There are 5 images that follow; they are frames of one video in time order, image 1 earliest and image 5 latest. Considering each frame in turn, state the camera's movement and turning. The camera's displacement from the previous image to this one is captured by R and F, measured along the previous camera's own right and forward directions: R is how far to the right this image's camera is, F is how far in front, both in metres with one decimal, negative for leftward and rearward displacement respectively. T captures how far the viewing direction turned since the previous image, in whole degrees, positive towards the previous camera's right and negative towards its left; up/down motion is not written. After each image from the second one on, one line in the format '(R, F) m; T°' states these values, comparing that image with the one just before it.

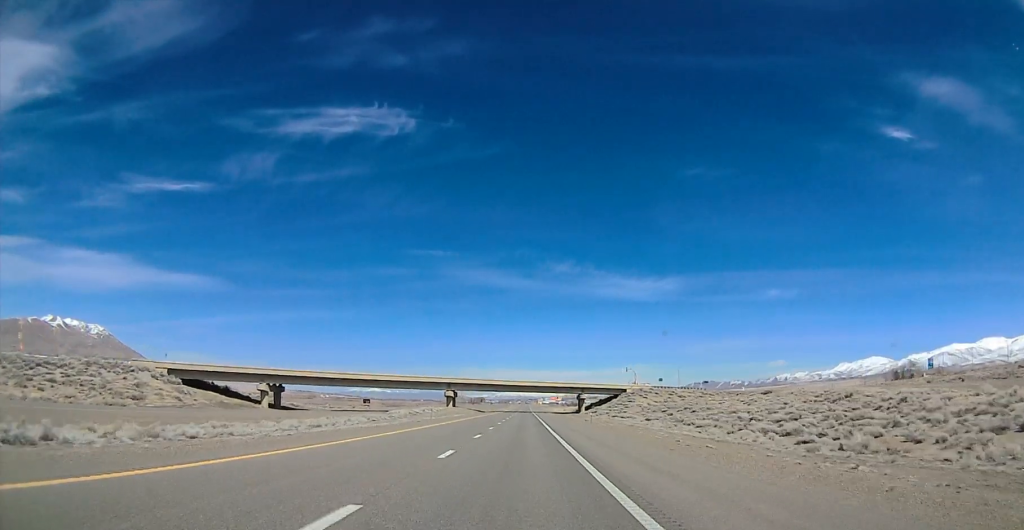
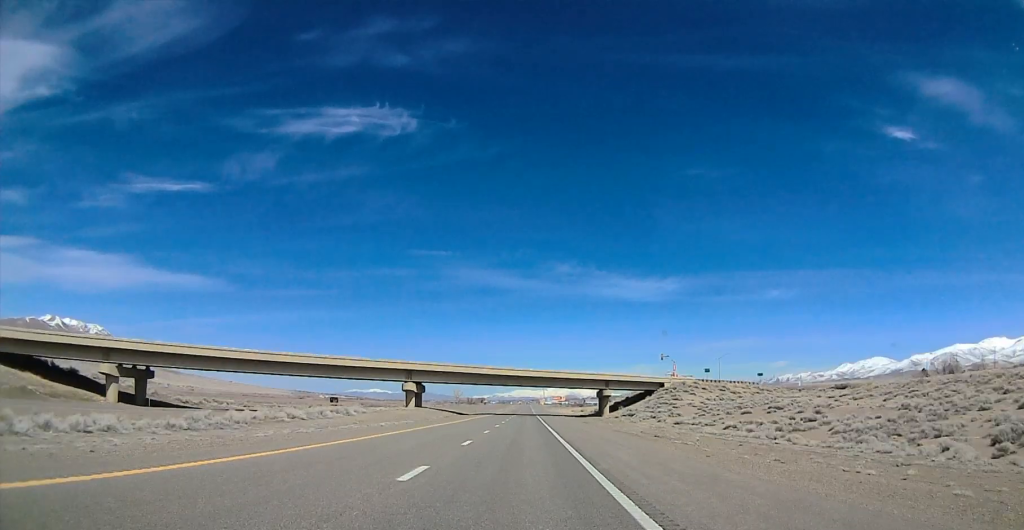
(0.0, +54.0) m; 0°
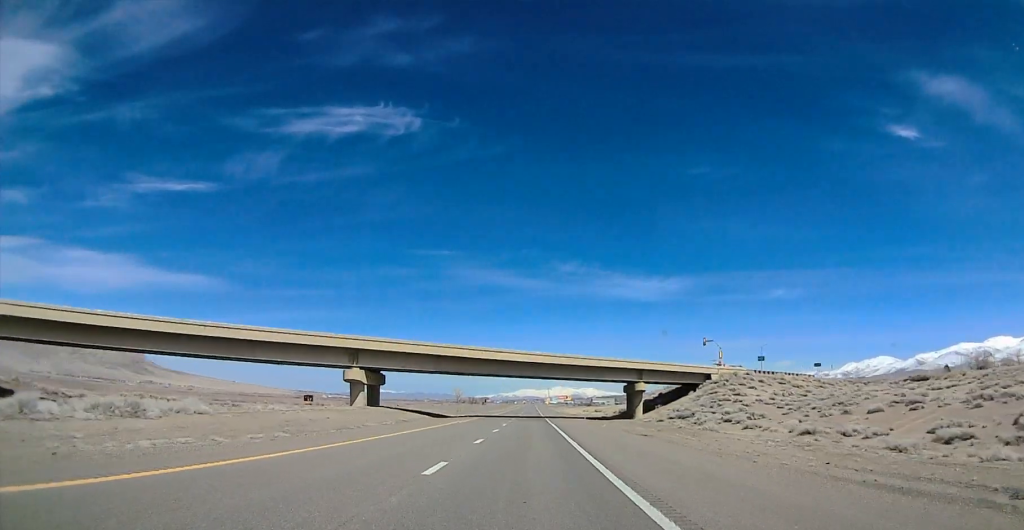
(0.0, +34.9) m; 0°
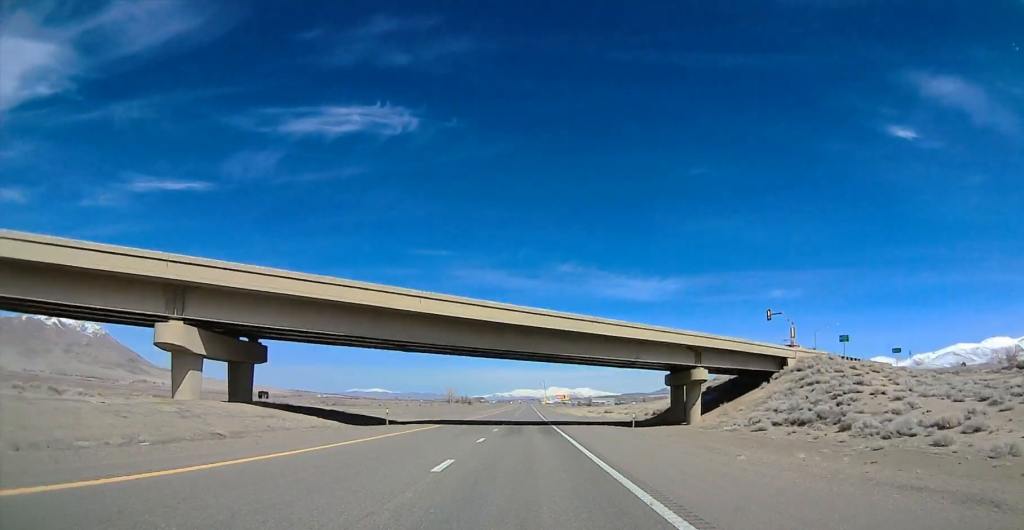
(-0.1, +35.0) m; -1°
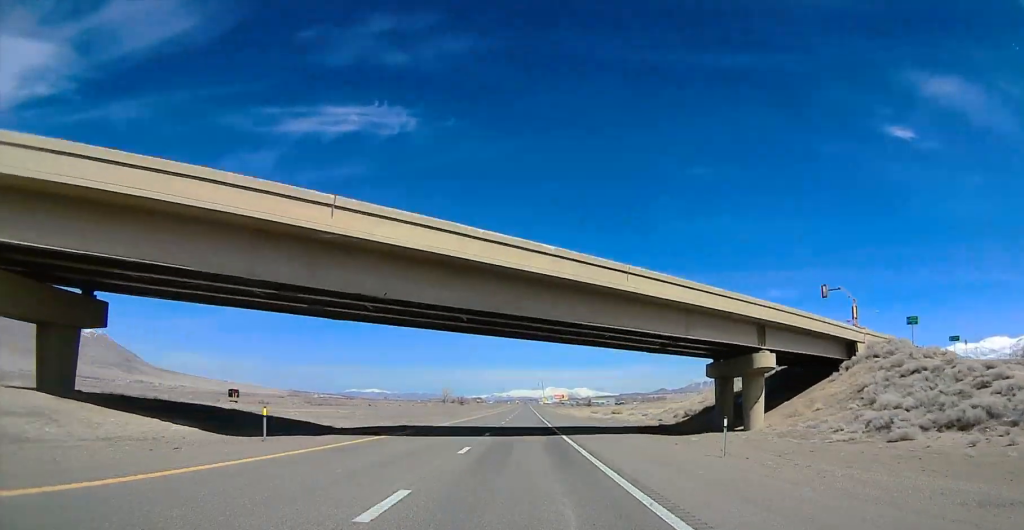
(-0.4, +18.5) m; 0°
